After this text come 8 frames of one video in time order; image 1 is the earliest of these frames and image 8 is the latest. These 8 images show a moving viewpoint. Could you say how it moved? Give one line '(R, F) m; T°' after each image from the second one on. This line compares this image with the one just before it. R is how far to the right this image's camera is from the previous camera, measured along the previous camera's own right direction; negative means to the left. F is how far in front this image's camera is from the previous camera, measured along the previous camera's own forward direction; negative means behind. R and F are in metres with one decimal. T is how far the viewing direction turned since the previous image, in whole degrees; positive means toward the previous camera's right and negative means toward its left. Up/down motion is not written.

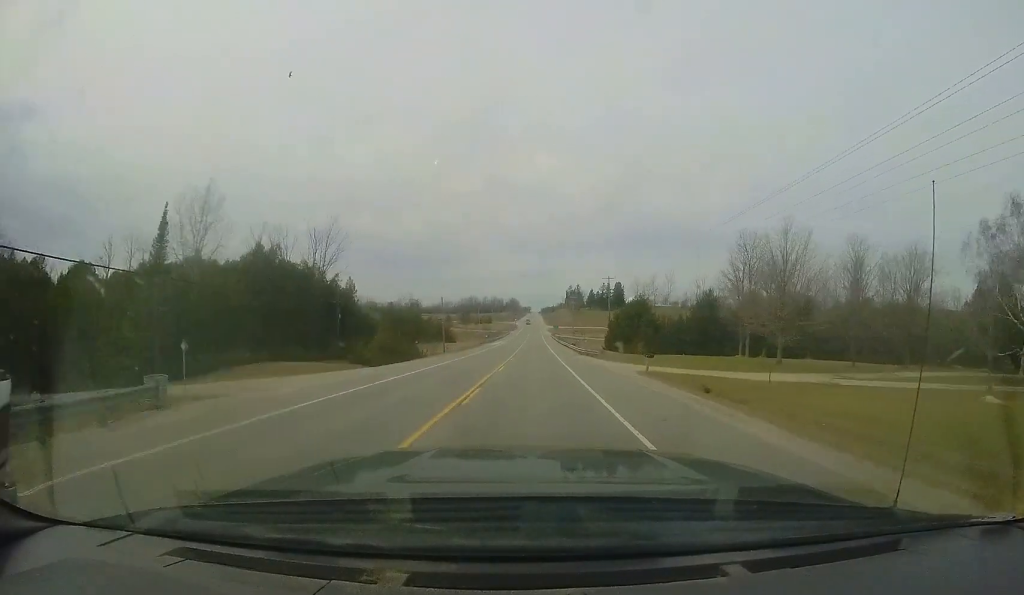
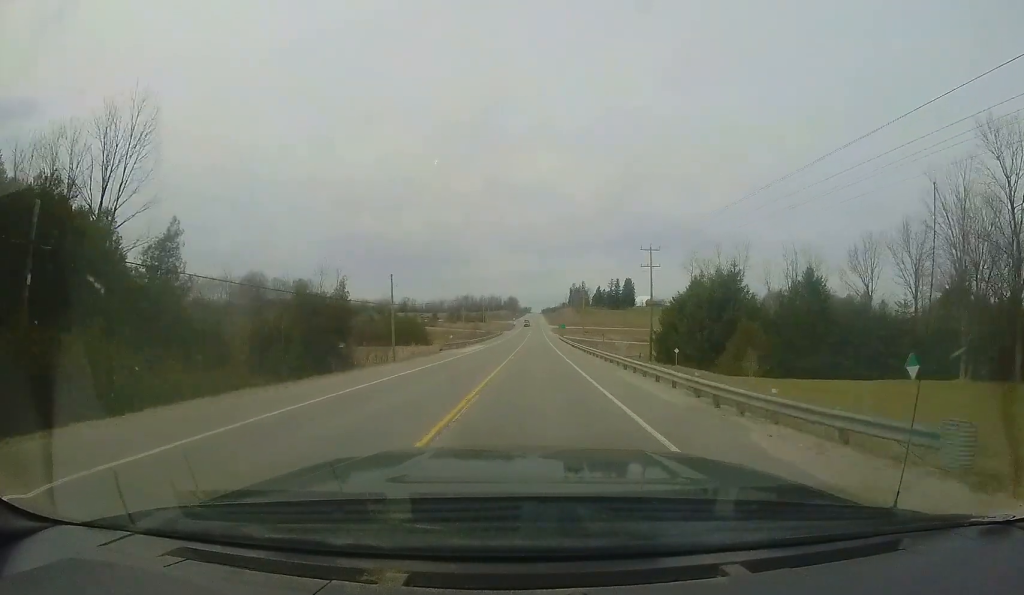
(+0.4, +30.3) m; 0°
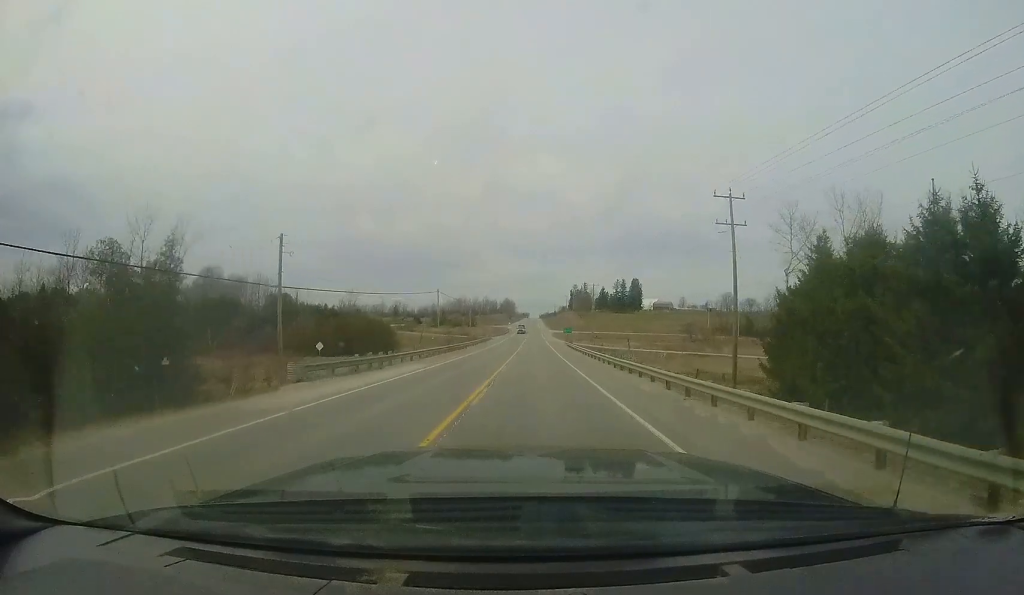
(-0.4, +24.3) m; 0°
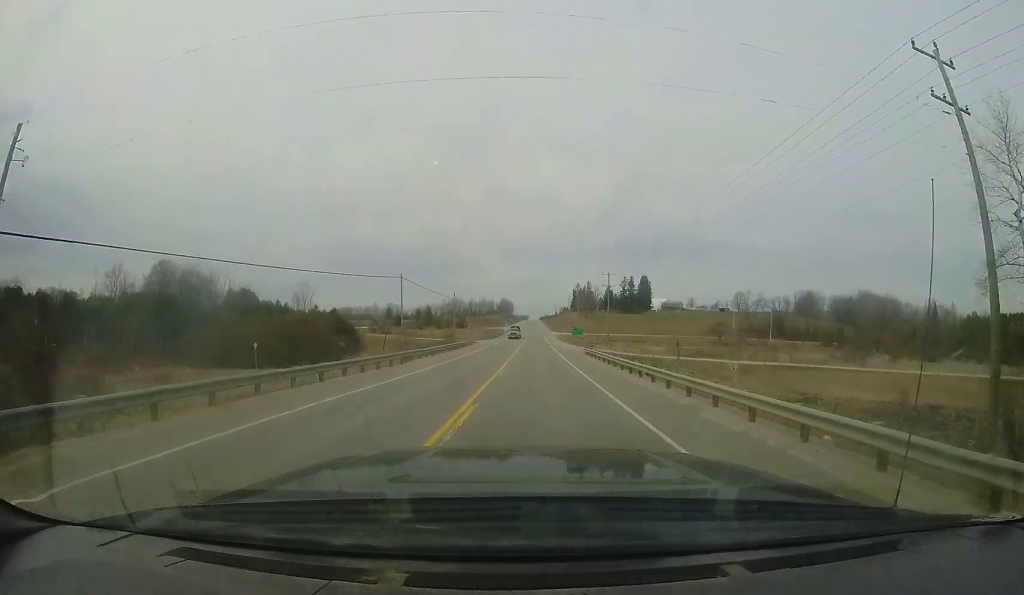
(0.0, +21.2) m; 0°
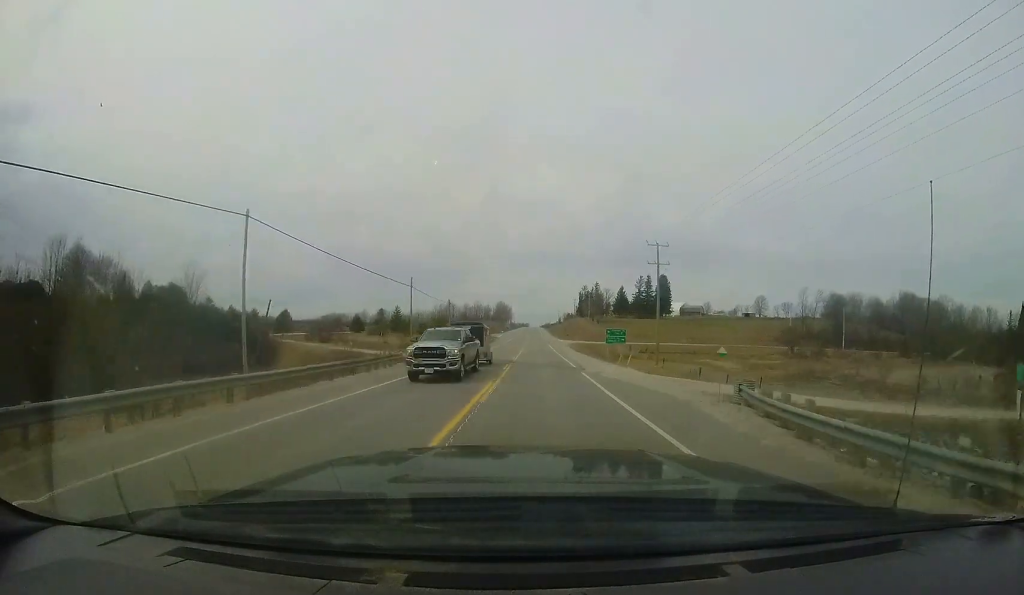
(+0.2, +32.2) m; 0°
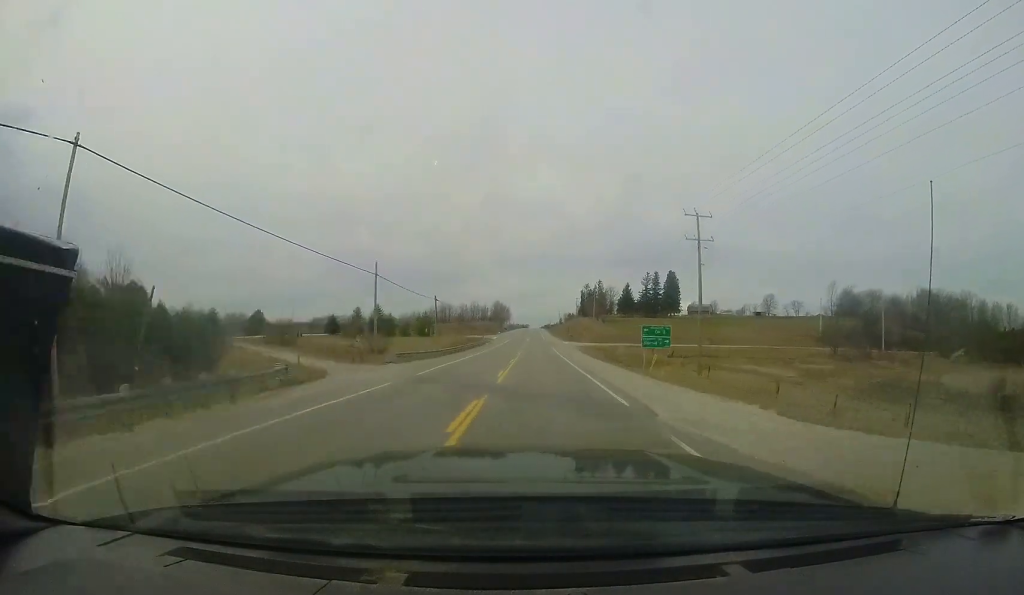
(0.0, +13.0) m; -1°
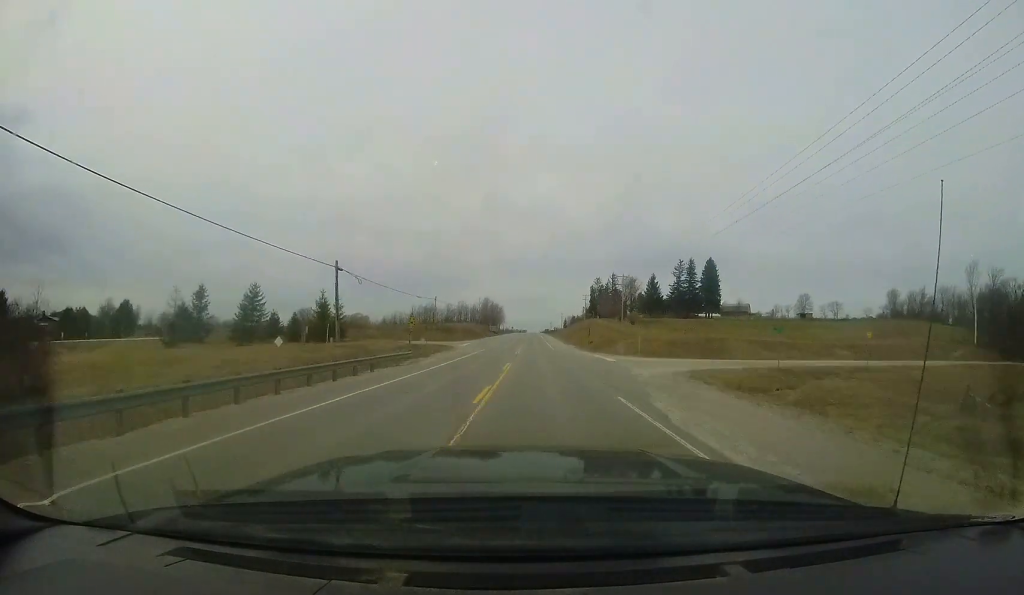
(-0.4, +42.2) m; 0°
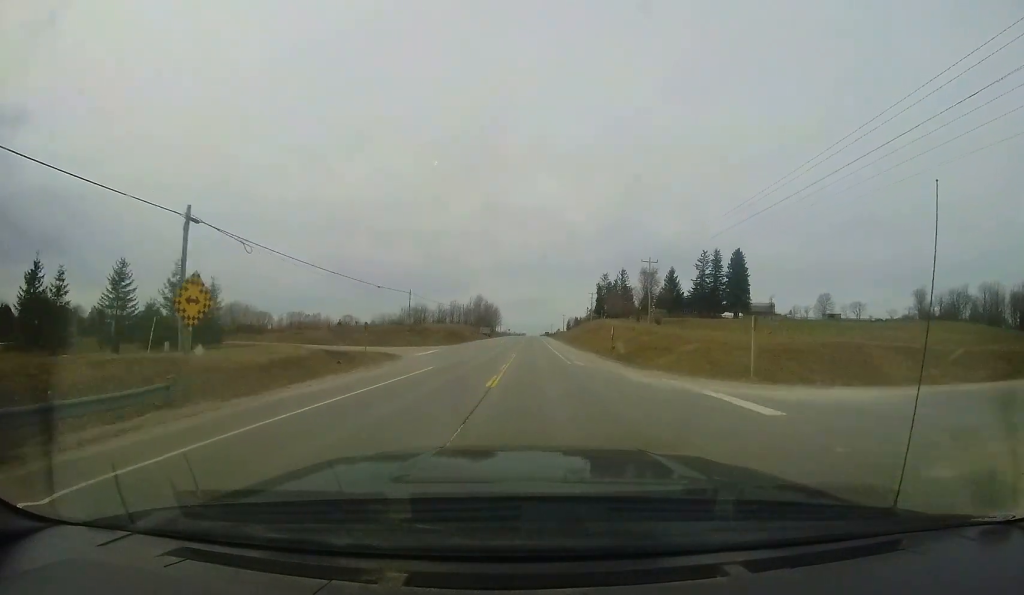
(+0.1, +20.4) m; +1°
